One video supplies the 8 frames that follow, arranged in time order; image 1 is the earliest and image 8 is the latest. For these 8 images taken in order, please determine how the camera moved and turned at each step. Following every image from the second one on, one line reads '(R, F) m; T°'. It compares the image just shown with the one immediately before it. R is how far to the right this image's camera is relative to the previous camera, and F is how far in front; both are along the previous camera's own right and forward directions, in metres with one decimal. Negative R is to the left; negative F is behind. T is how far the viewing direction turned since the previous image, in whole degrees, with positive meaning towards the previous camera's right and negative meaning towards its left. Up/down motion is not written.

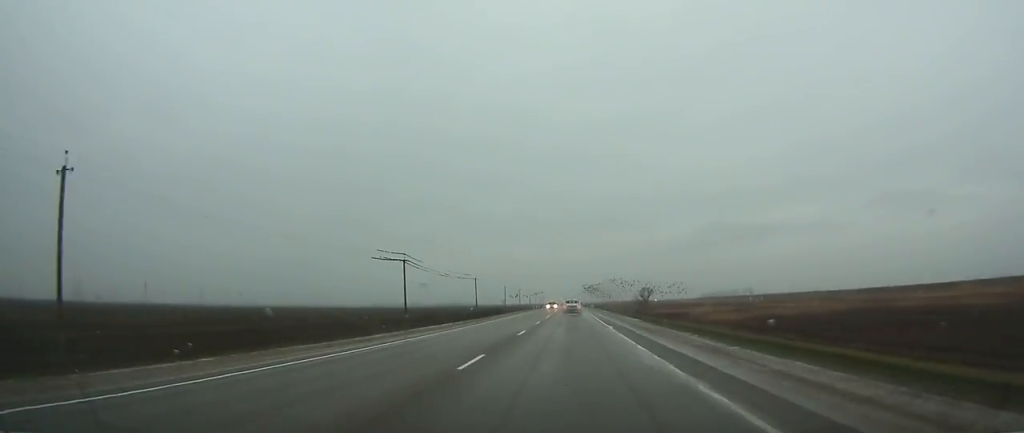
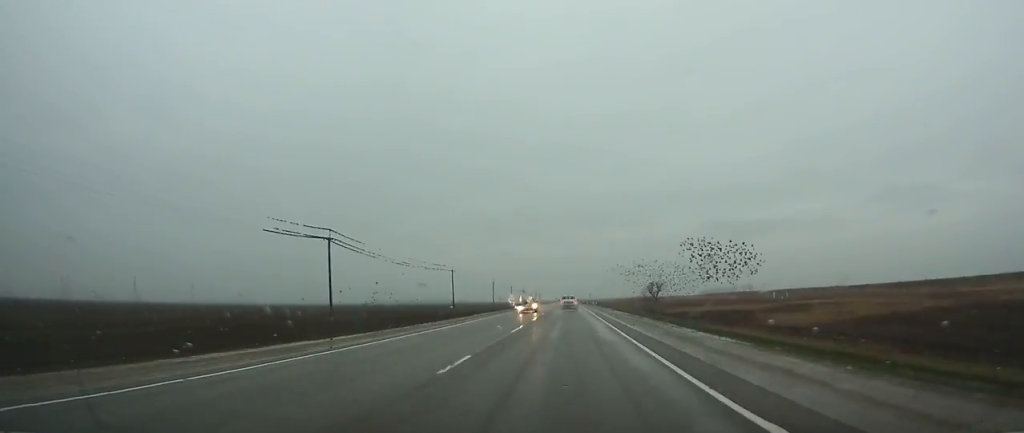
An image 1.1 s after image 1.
(0.0, +25.0) m; 0°
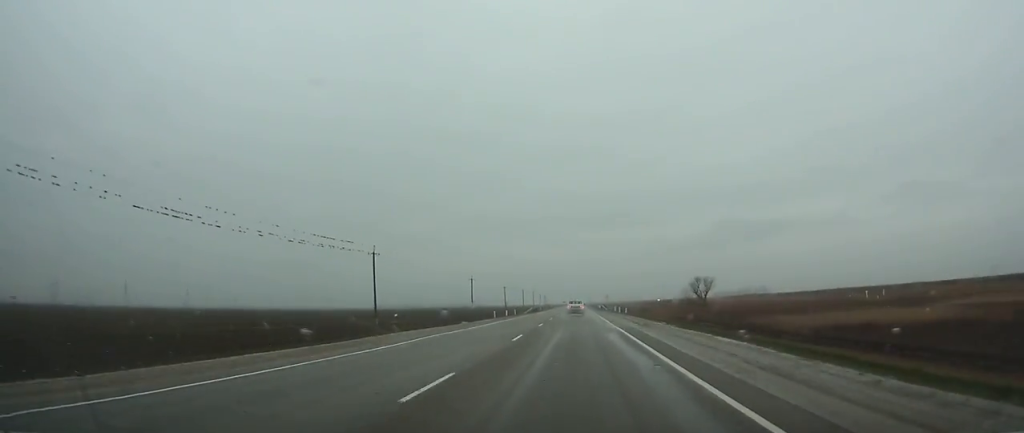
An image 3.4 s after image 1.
(-0.1, +50.1) m; 0°
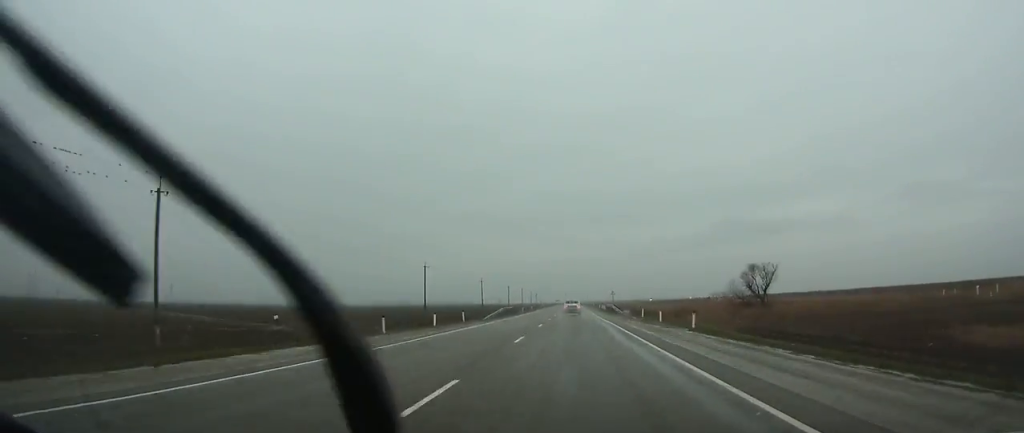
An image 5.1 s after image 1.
(0.0, +36.8) m; 0°
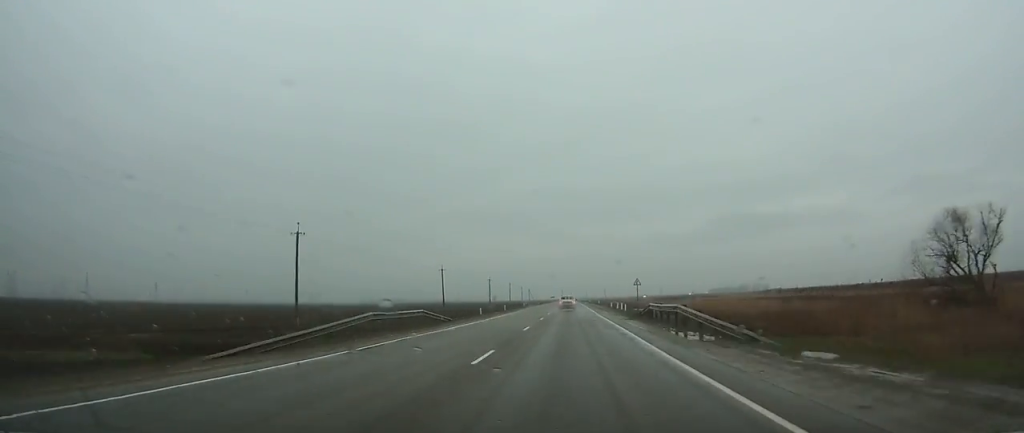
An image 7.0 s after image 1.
(+0.1, +42.8) m; 0°
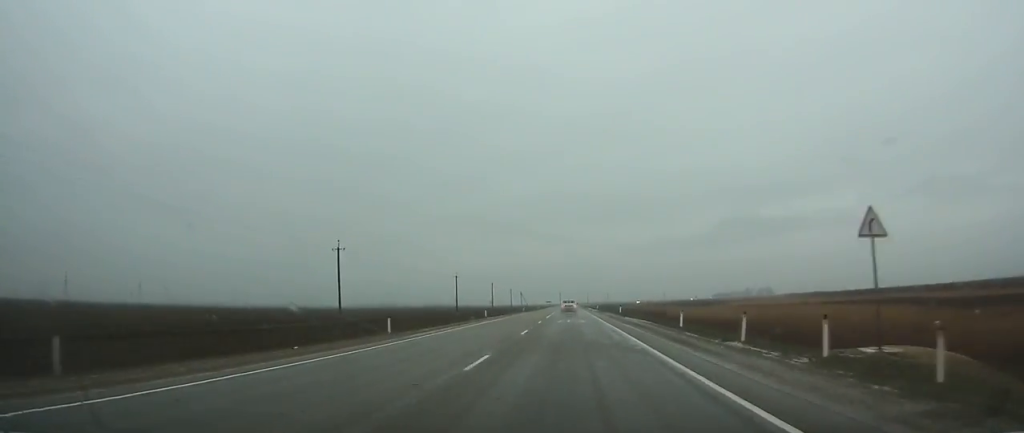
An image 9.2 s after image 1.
(-0.1, +48.7) m; 0°
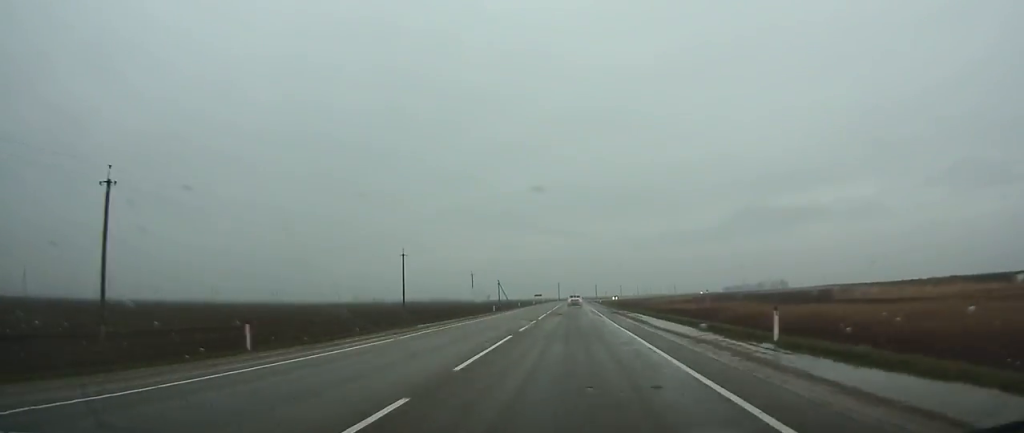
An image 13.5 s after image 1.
(-0.1, +95.5) m; 0°
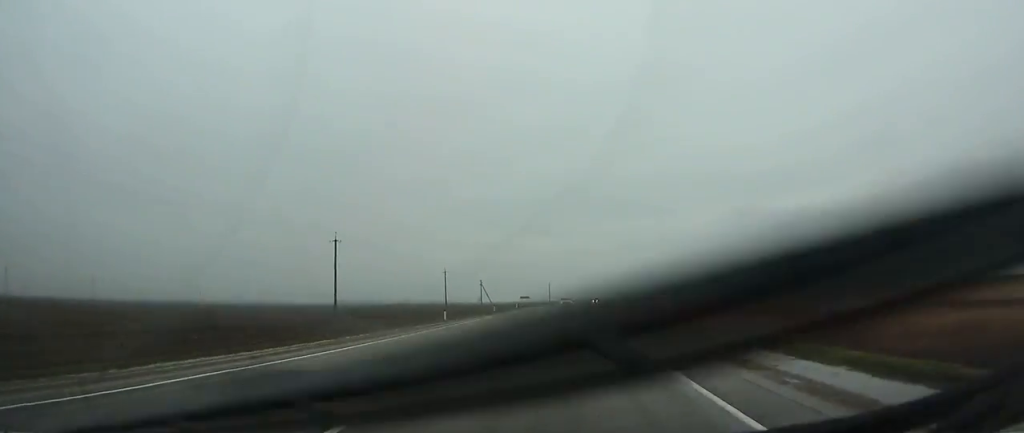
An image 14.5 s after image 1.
(+0.1, +21.9) m; 0°
